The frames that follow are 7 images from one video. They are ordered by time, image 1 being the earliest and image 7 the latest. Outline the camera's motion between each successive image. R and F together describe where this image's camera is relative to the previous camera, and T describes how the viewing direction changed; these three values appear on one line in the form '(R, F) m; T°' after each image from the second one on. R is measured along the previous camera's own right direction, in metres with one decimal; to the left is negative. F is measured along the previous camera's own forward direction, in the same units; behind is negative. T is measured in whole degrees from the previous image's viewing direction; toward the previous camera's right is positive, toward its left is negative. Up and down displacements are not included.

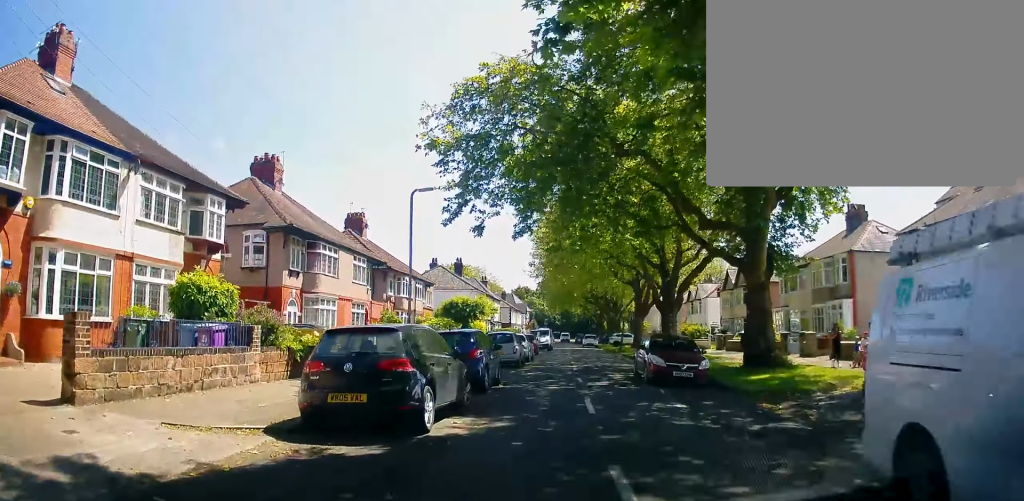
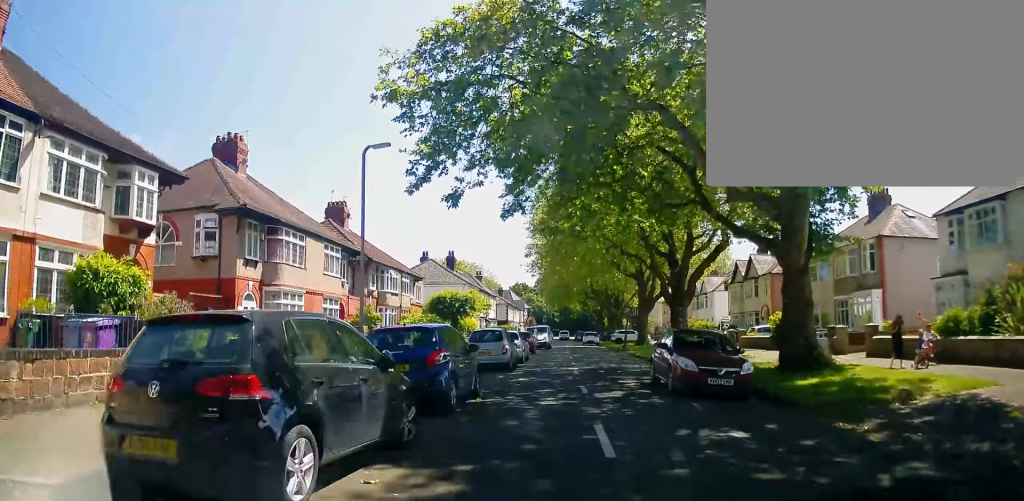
(+0.3, +3.8) m; +1°
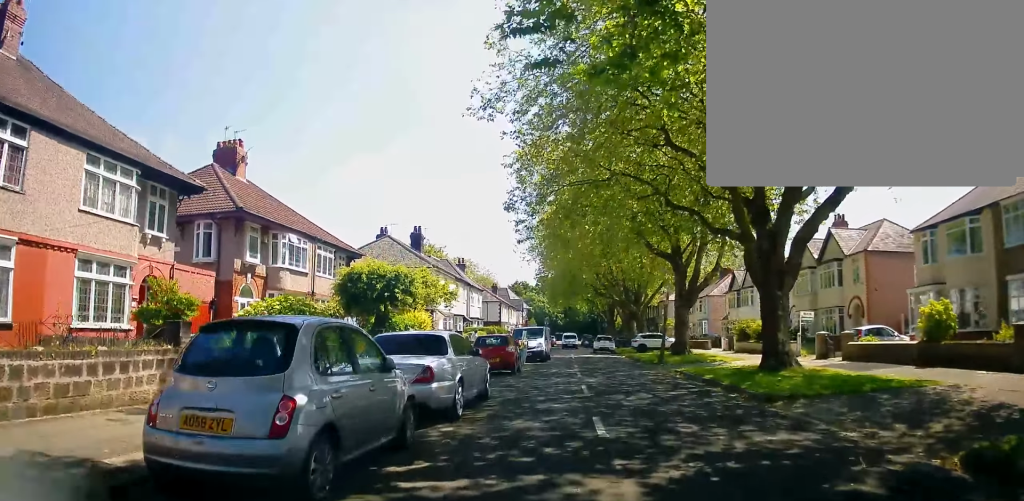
(-0.7, +16.6) m; -8°
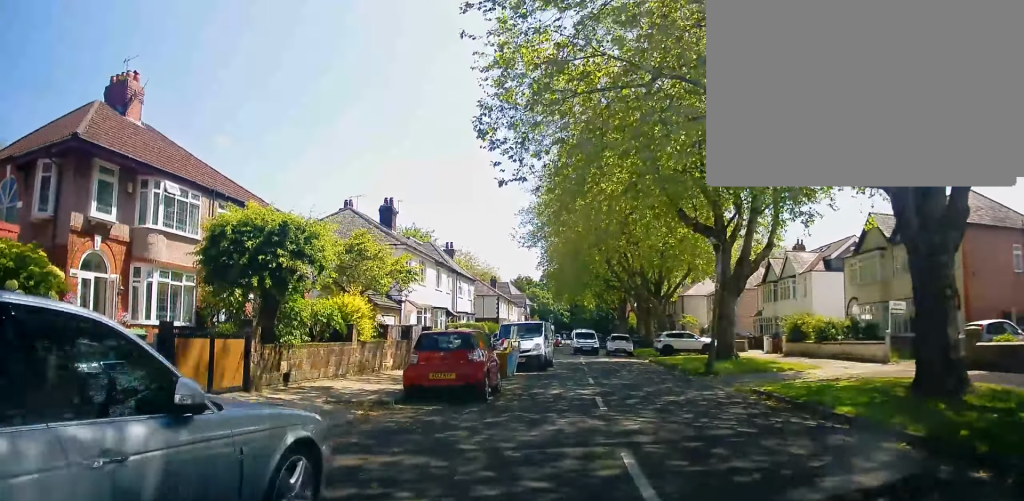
(+0.1, +10.1) m; +4°
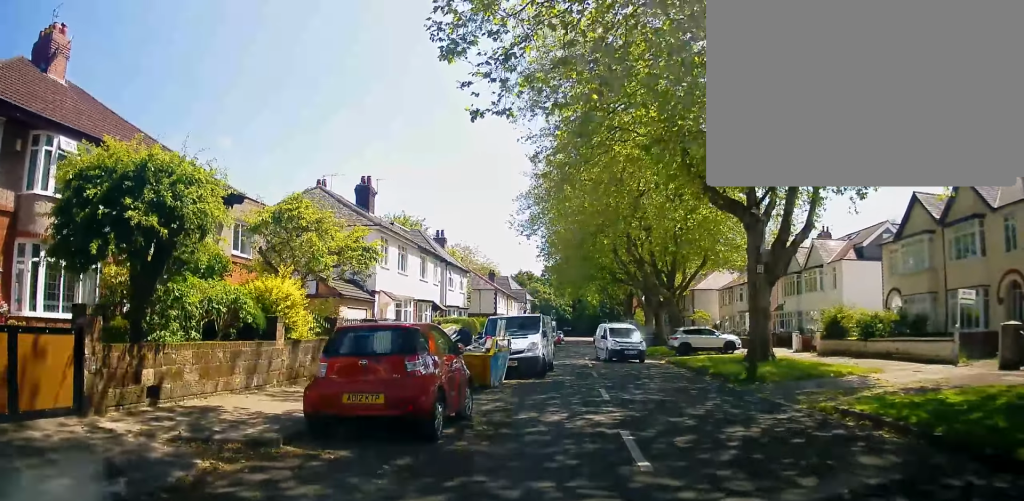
(-0.1, +5.5) m; -1°
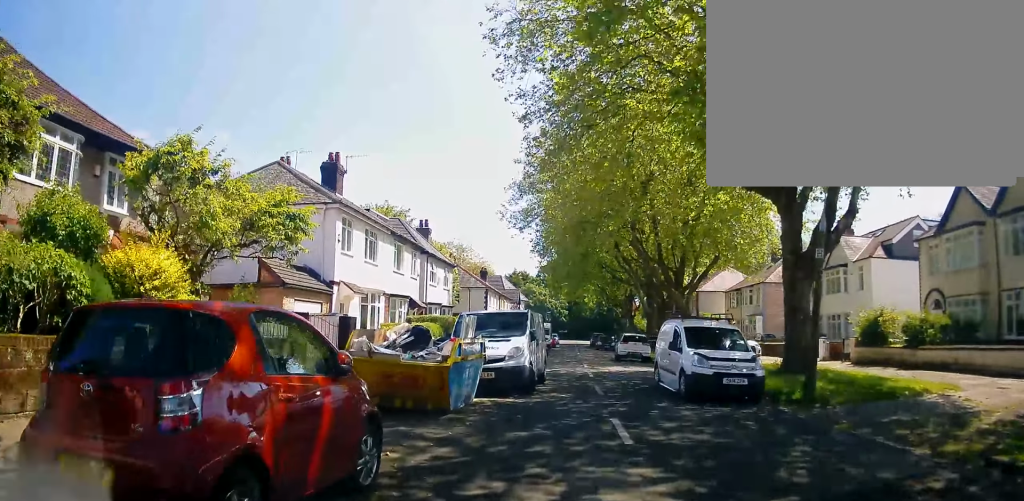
(+0.1, +5.1) m; +2°
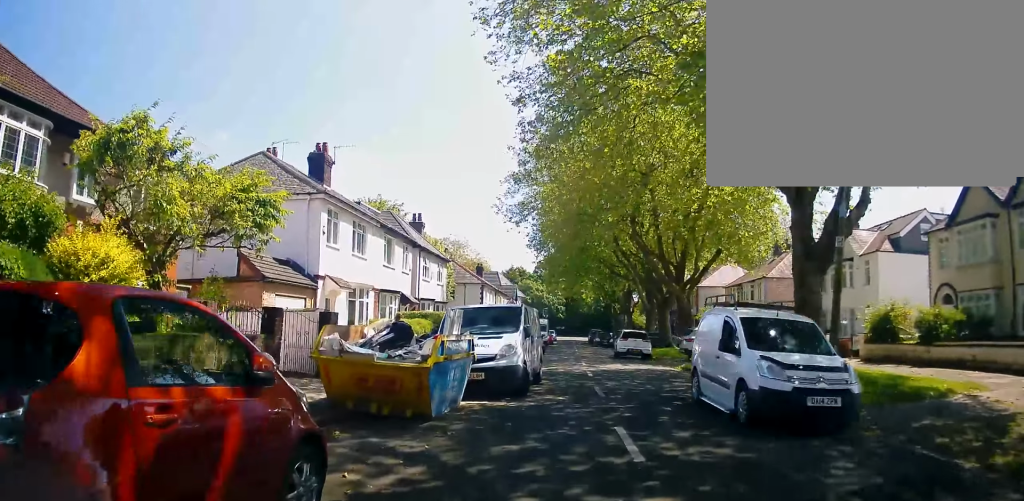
(0.0, +1.3) m; +1°
